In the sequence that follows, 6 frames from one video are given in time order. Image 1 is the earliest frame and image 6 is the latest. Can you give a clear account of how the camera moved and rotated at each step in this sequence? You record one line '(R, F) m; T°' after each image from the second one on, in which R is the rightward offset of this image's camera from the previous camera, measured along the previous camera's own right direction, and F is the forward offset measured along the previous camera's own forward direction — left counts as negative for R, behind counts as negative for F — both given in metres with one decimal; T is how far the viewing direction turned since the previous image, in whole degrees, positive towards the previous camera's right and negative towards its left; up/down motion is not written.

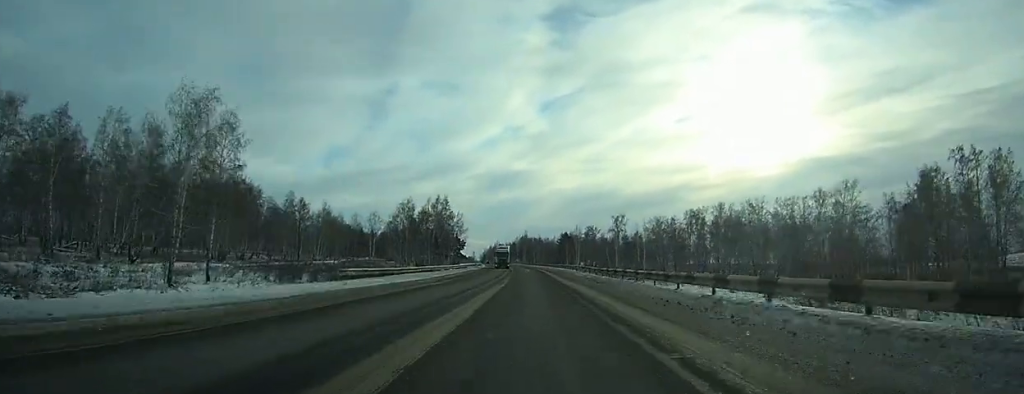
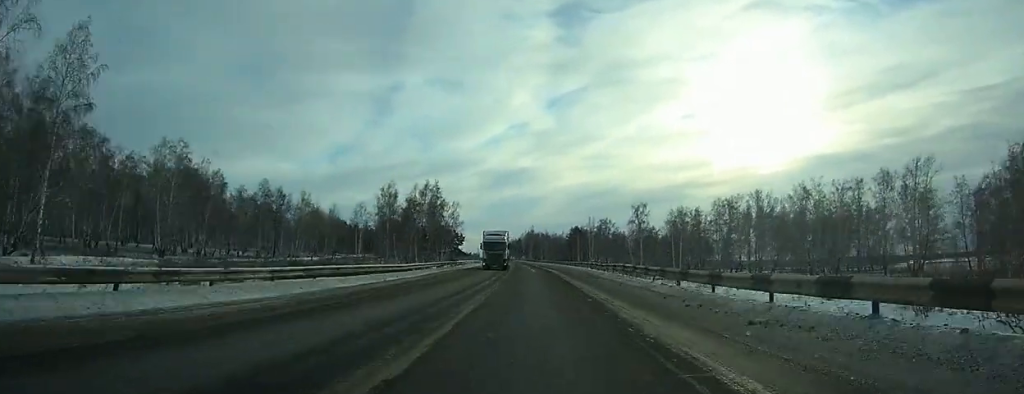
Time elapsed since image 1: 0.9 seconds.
(-0.2, +27.2) m; -1°
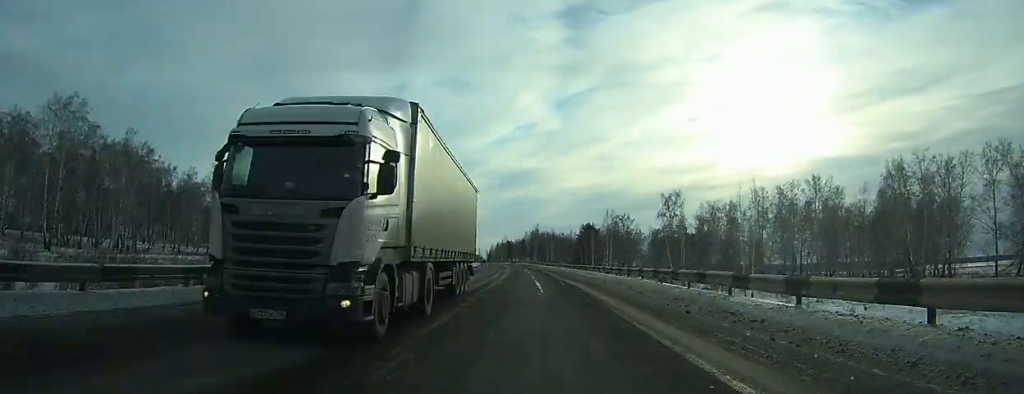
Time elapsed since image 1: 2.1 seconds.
(-0.1, +32.5) m; -1°
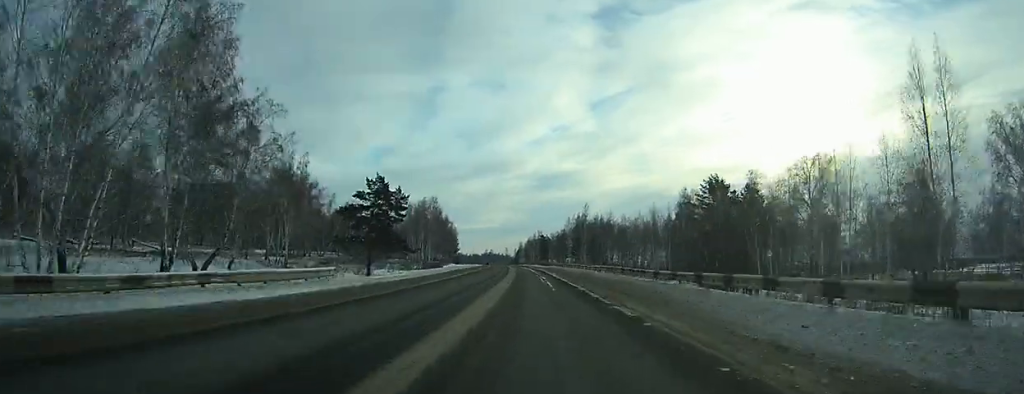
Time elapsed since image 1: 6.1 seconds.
(-3.3, +105.7) m; -4°
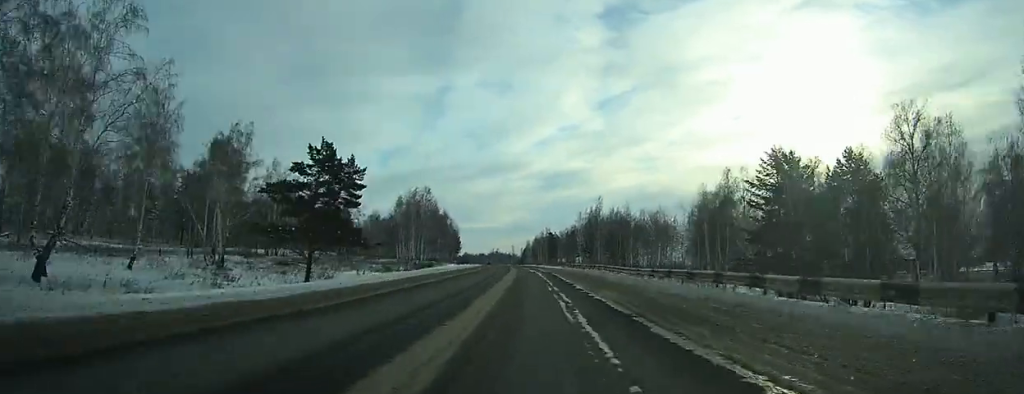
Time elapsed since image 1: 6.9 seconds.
(-0.3, +19.6) m; -1°
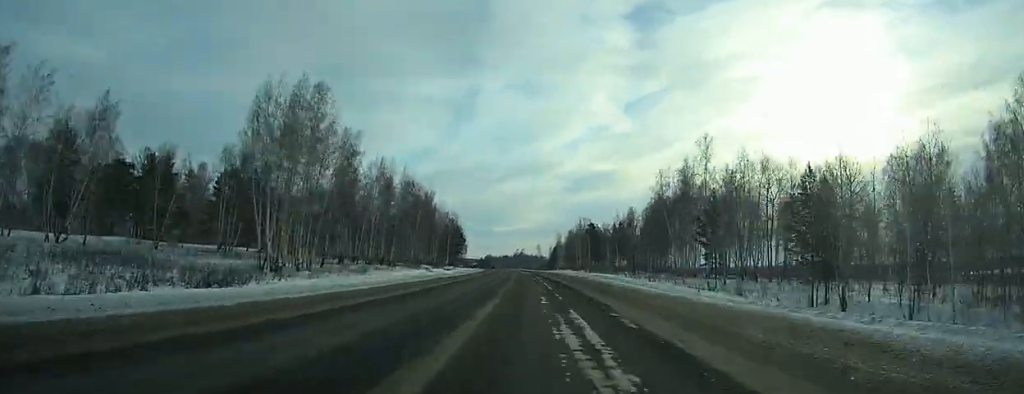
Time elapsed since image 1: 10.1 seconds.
(-2.0, +82.7) m; -1°
